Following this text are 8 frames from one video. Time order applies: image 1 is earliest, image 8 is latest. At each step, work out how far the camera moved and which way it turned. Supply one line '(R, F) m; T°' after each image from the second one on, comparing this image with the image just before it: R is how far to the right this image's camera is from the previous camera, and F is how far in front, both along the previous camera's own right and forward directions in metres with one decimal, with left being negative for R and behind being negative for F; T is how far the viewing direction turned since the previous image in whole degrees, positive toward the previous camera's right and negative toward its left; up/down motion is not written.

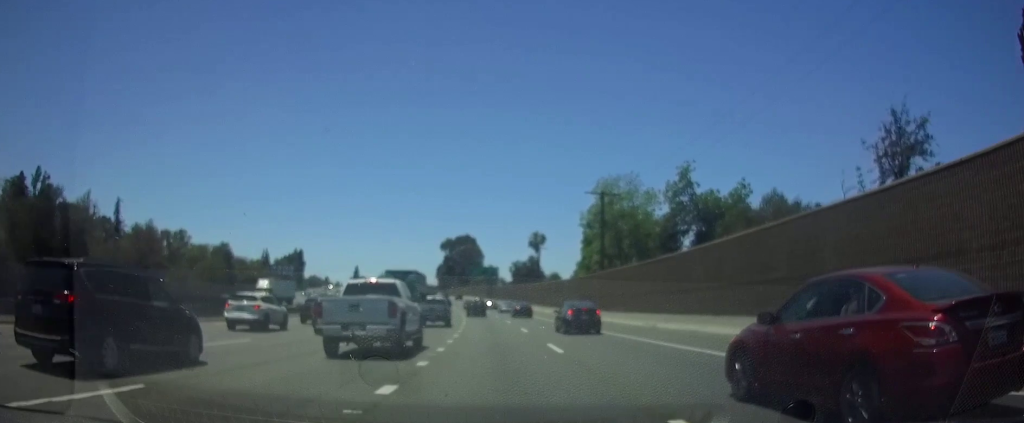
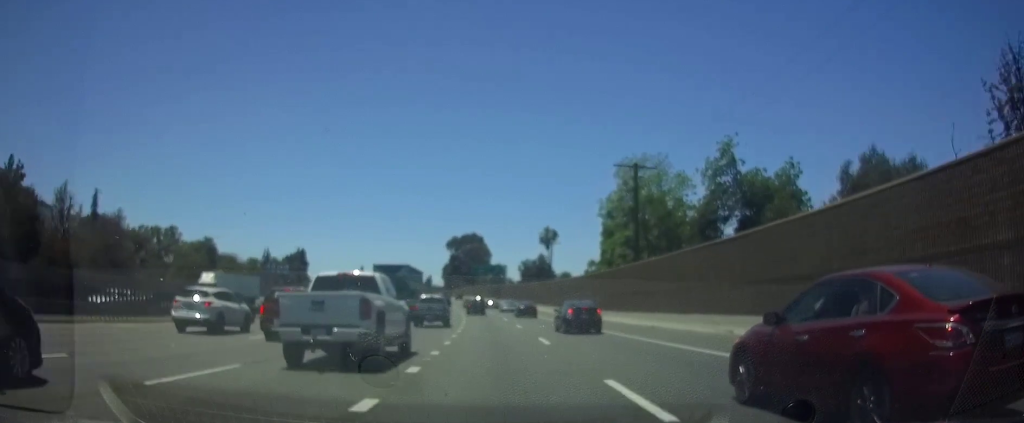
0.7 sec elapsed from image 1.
(-0.1, +11.3) m; 0°
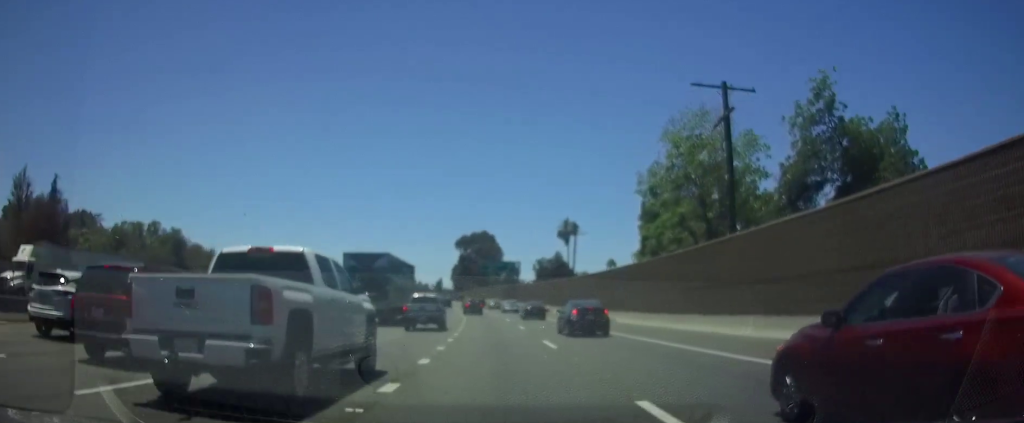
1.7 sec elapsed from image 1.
(0.0, +17.2) m; -1°
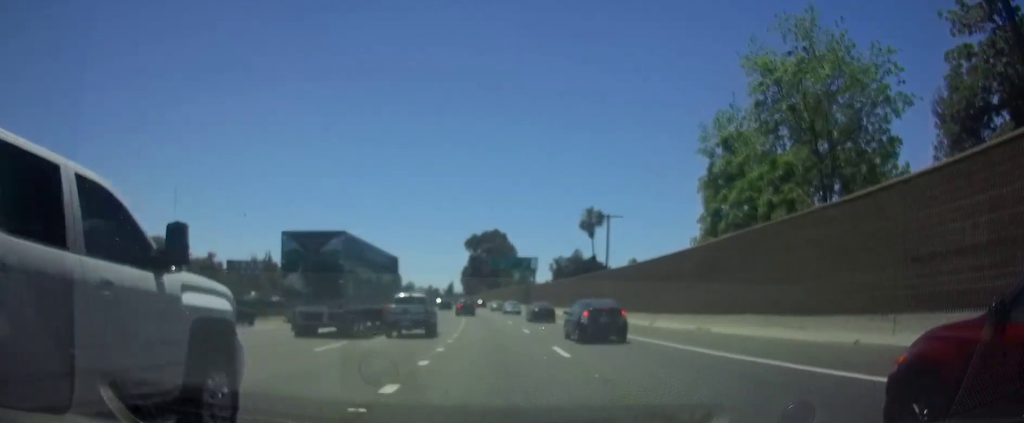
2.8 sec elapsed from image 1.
(-0.2, +18.2) m; -1°
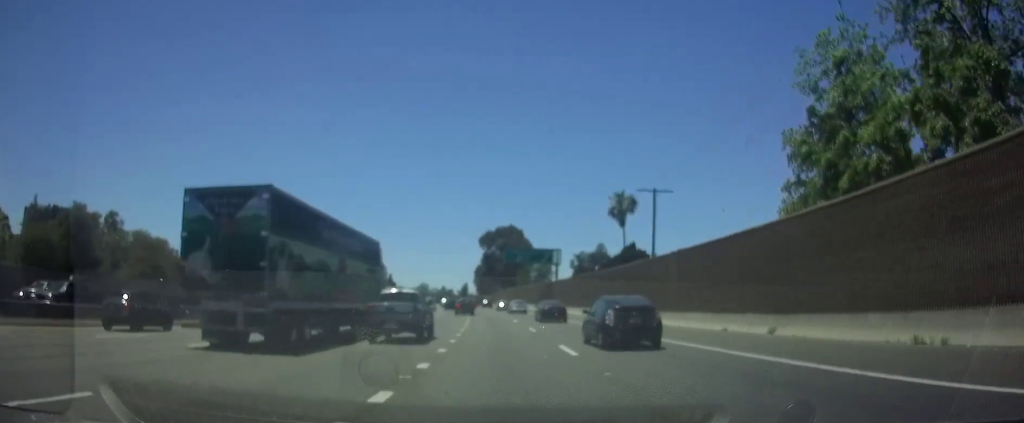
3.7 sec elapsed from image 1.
(0.0, +15.0) m; -1°
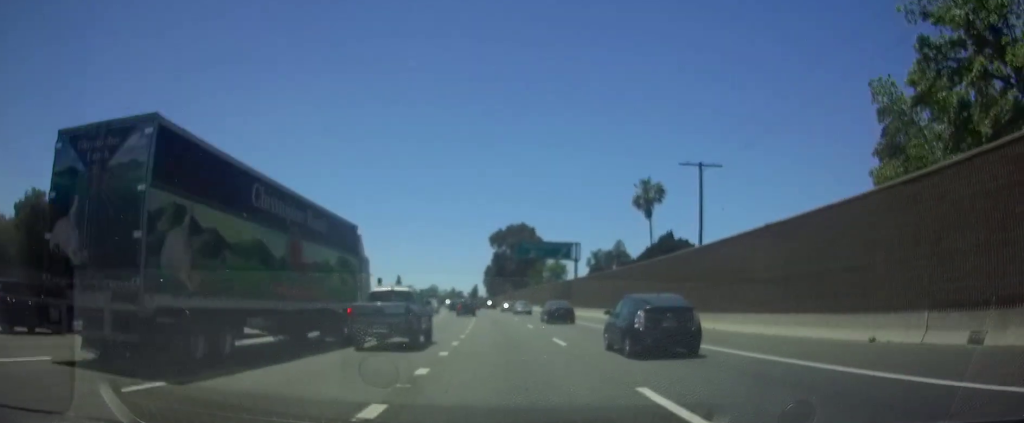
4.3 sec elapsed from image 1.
(-0.2, +10.4) m; -1°
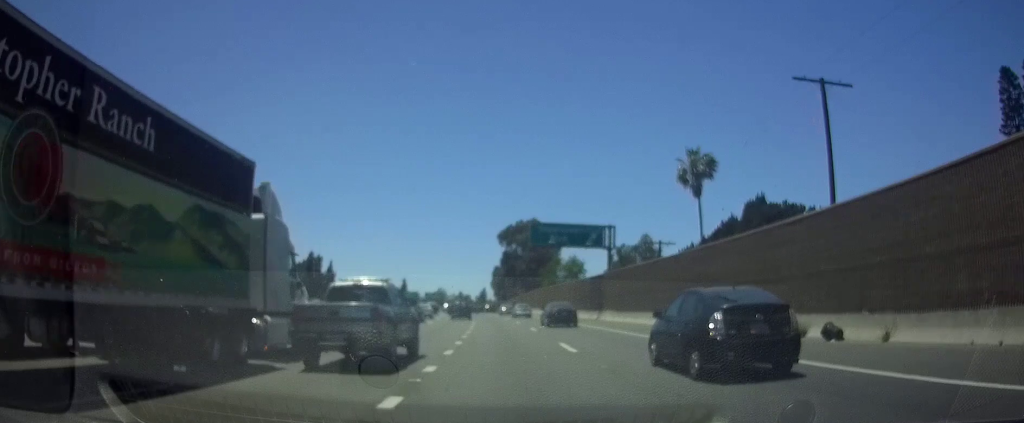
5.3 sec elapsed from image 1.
(-0.1, +17.6) m; -1°
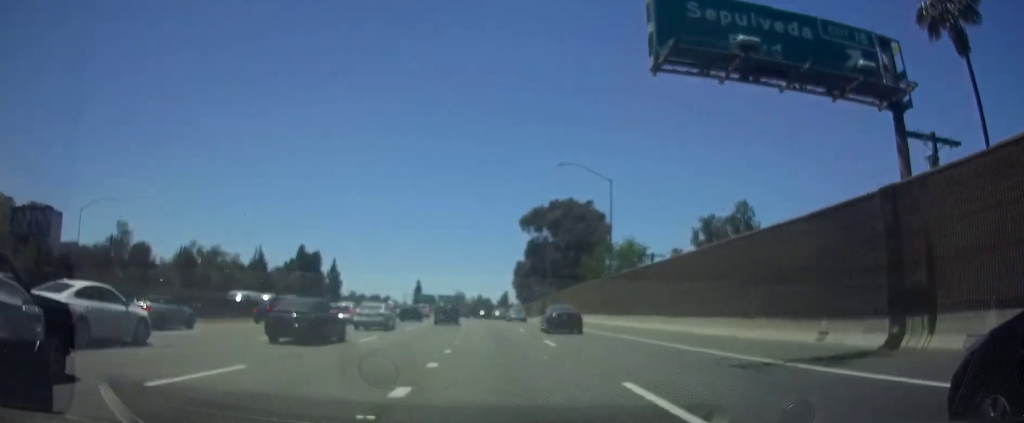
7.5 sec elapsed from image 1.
(-0.4, +40.1) m; -2°
